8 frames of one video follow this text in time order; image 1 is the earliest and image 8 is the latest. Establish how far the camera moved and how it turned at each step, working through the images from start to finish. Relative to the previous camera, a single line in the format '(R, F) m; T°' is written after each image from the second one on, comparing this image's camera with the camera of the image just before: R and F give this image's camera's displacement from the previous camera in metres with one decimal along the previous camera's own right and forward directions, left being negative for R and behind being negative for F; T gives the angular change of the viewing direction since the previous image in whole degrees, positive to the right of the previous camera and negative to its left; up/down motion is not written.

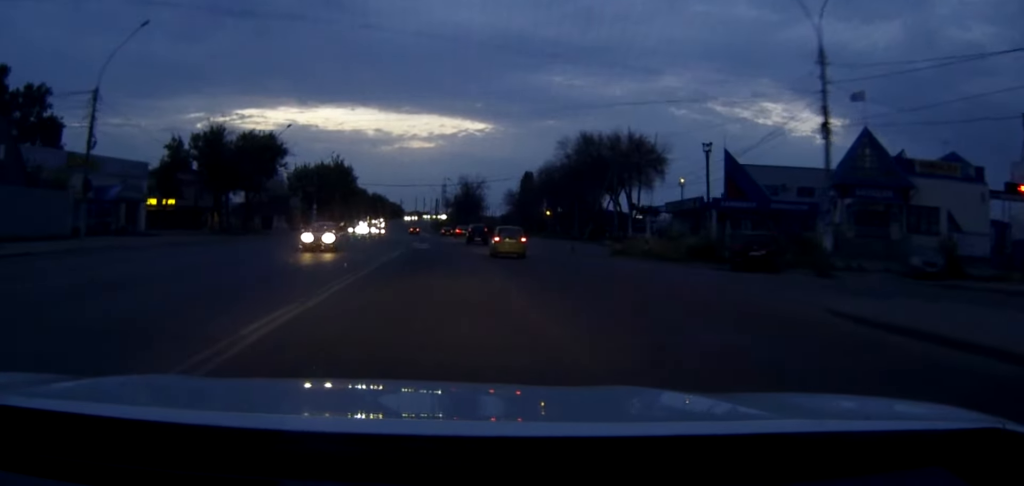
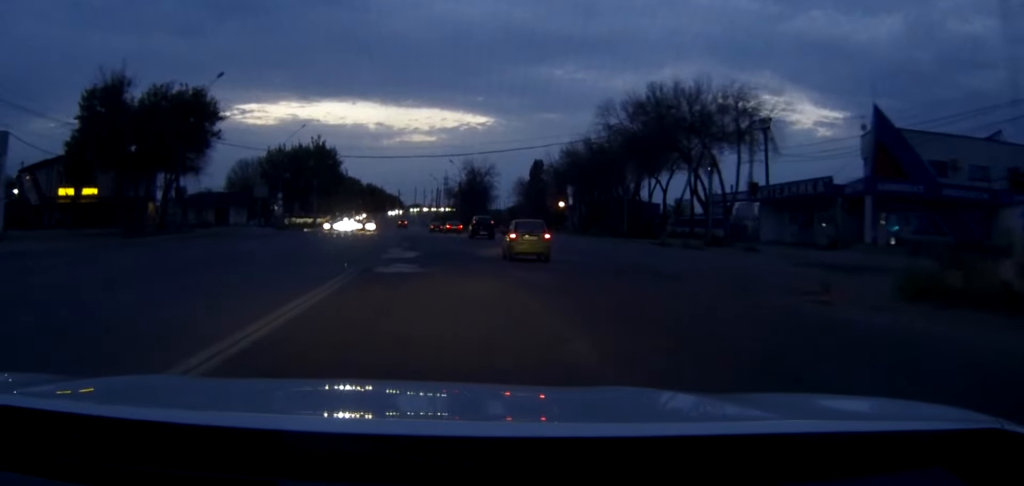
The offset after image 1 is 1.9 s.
(-0.1, +27.2) m; 0°
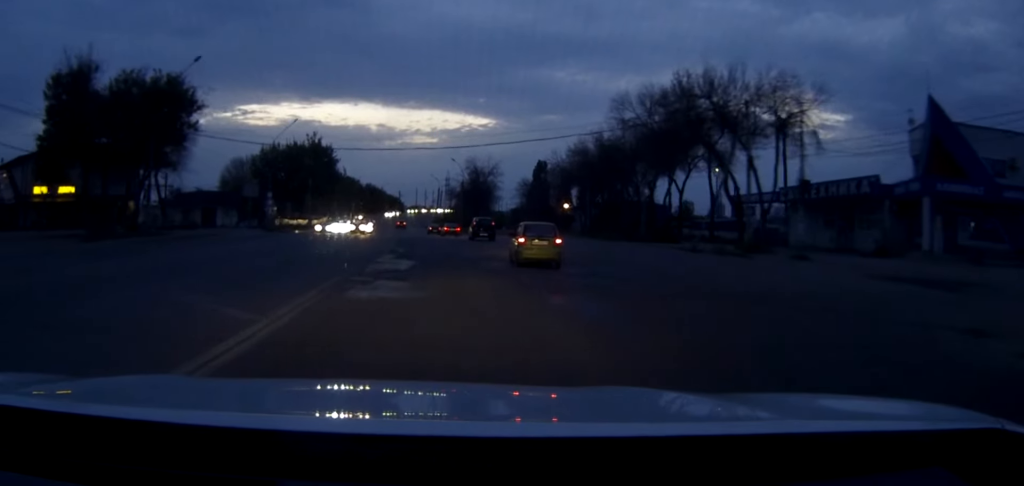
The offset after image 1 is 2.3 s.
(0.0, +6.4) m; 0°
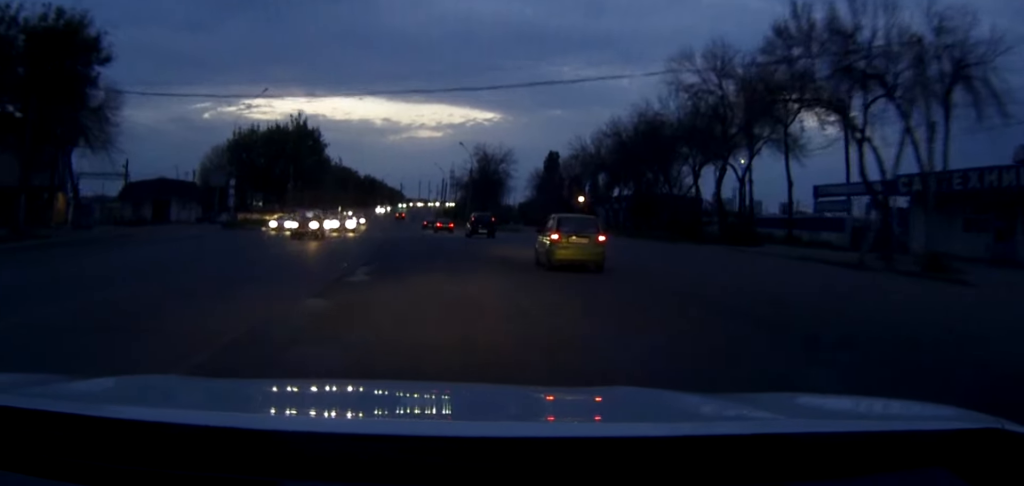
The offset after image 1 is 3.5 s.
(-0.1, +18.3) m; -1°
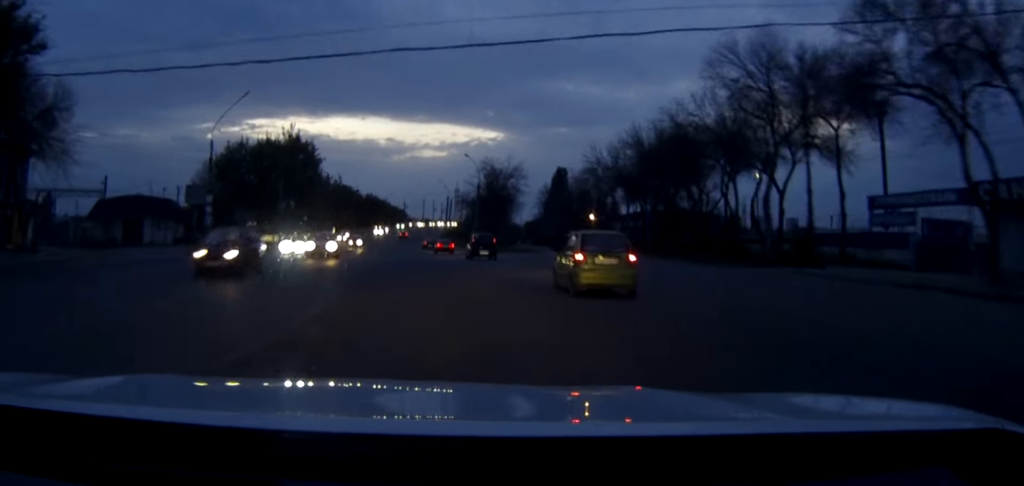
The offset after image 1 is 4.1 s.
(0.0, +8.6) m; 0°
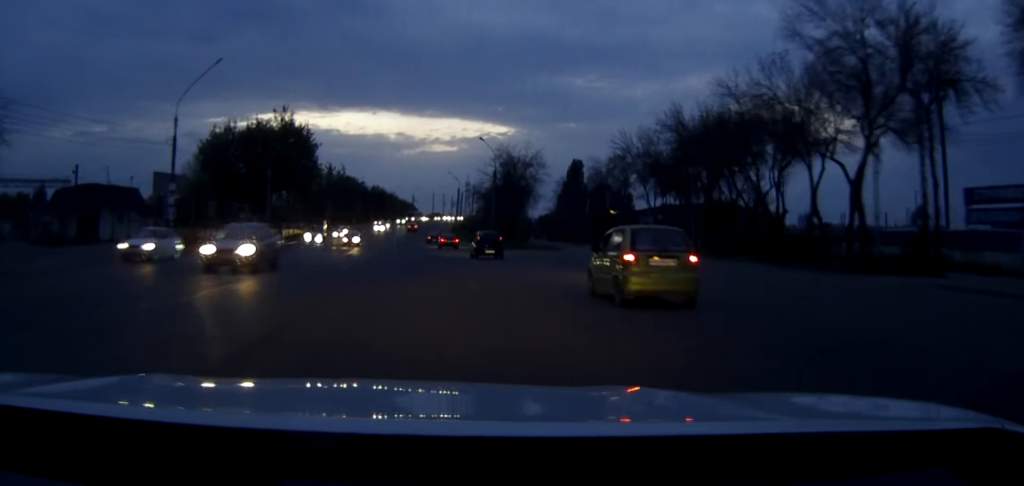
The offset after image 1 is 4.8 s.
(0.0, +11.2) m; -1°
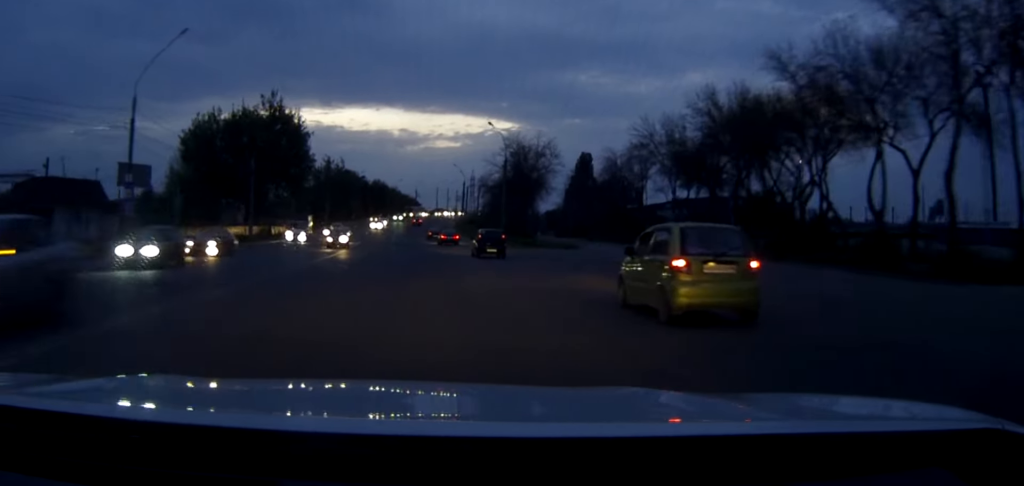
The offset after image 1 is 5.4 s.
(0.0, +8.3) m; -1°
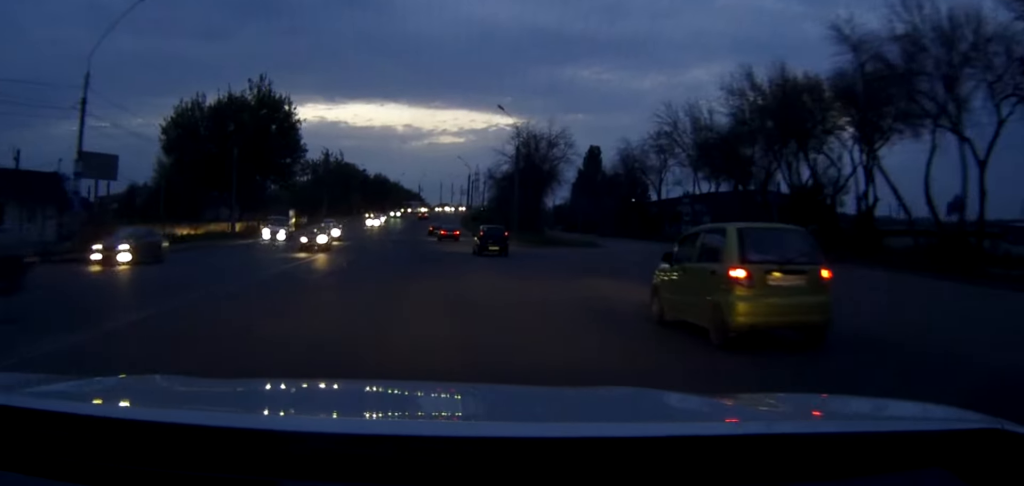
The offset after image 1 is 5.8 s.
(-0.1, +7.4) m; -1°
